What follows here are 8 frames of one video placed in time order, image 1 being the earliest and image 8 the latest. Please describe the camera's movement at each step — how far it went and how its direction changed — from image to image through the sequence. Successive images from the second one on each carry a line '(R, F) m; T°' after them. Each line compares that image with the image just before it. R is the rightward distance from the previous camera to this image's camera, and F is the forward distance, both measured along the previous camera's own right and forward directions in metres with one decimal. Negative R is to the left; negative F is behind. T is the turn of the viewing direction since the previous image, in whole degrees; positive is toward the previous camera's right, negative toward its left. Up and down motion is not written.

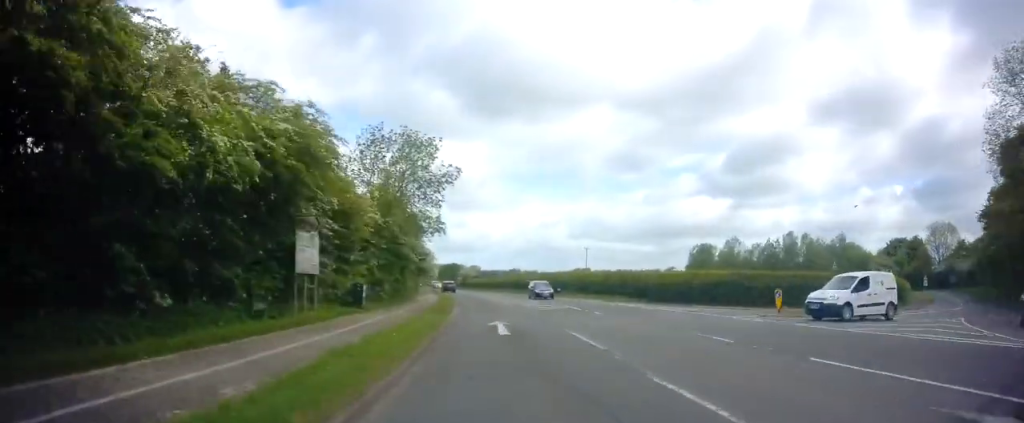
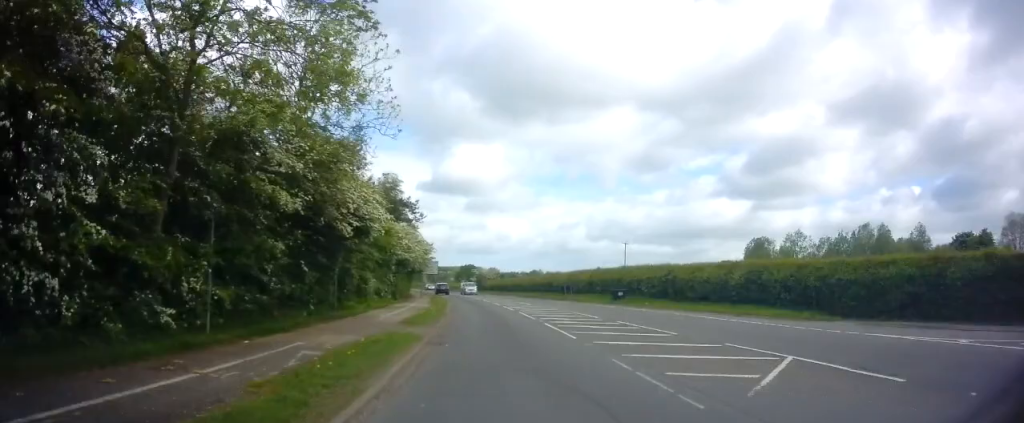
(-0.7, +23.7) m; -3°
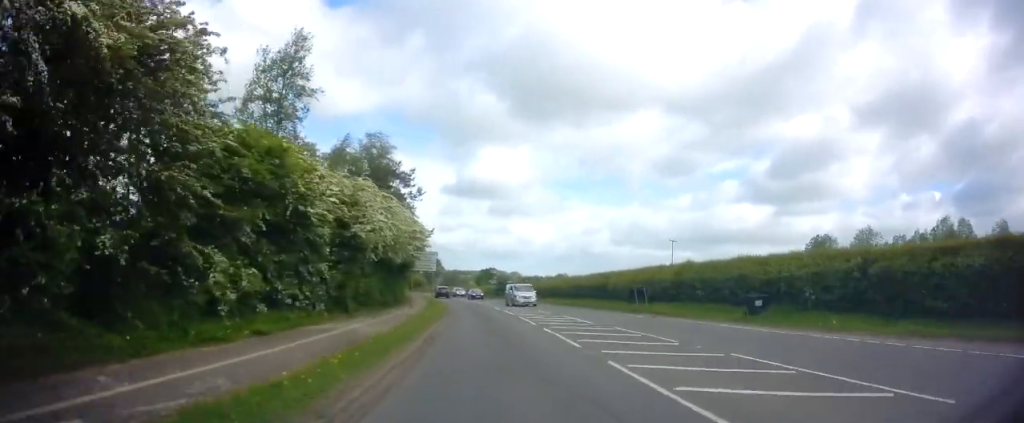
(-0.3, +18.9) m; -2°
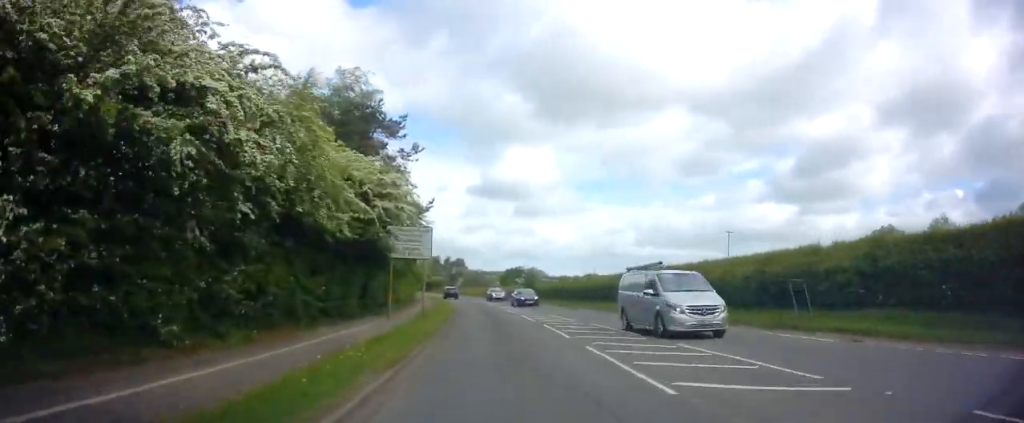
(-0.2, +15.4) m; -1°
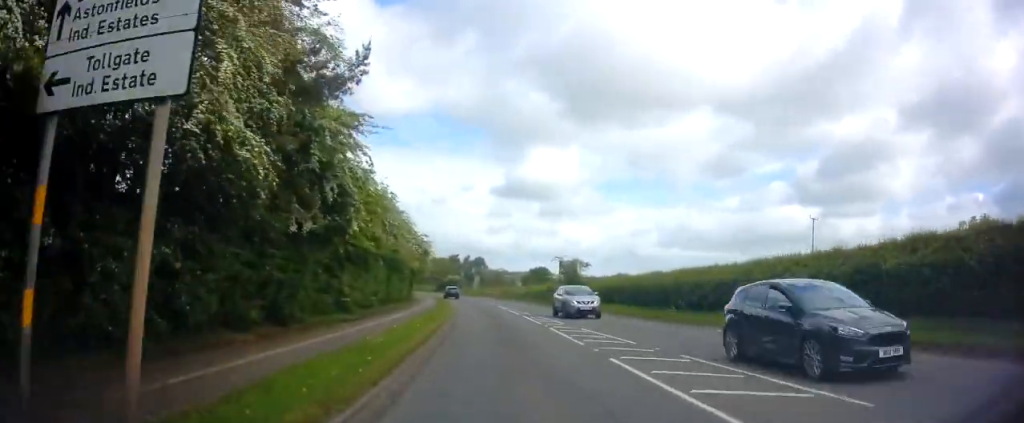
(-0.1, +19.7) m; -2°
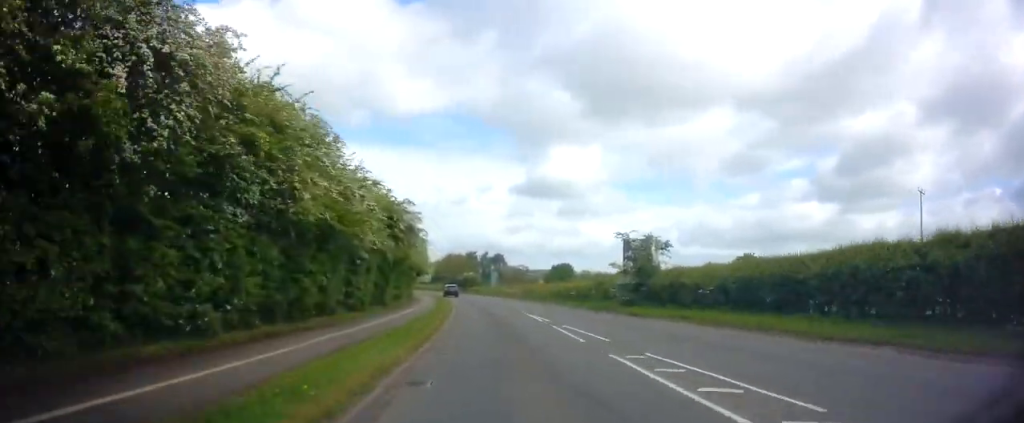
(-0.6, +17.8) m; -3°
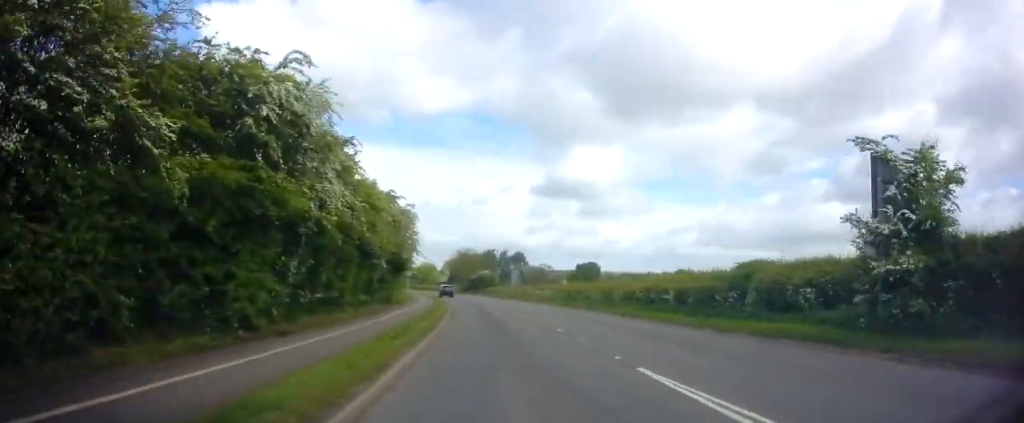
(-0.5, +19.4) m; -2°
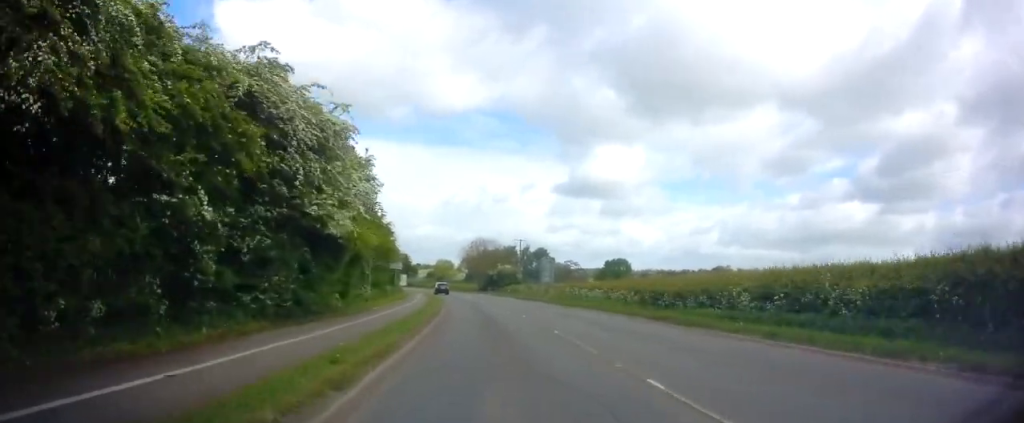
(-0.1, +19.1) m; -1°
